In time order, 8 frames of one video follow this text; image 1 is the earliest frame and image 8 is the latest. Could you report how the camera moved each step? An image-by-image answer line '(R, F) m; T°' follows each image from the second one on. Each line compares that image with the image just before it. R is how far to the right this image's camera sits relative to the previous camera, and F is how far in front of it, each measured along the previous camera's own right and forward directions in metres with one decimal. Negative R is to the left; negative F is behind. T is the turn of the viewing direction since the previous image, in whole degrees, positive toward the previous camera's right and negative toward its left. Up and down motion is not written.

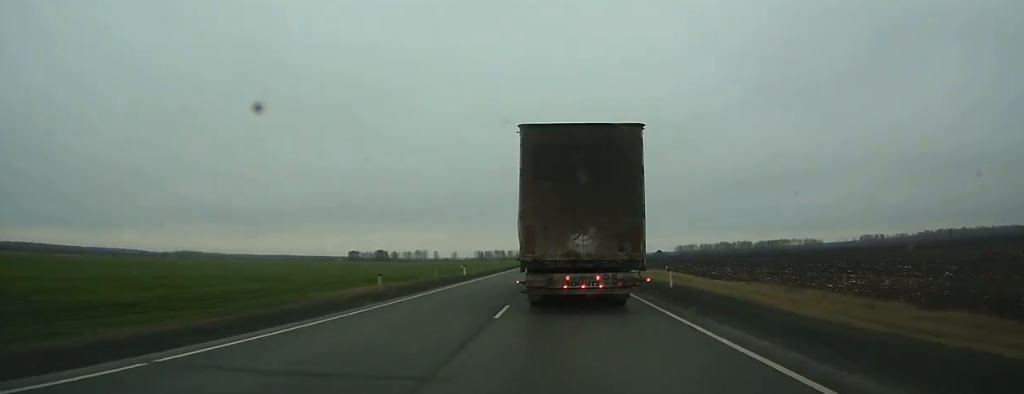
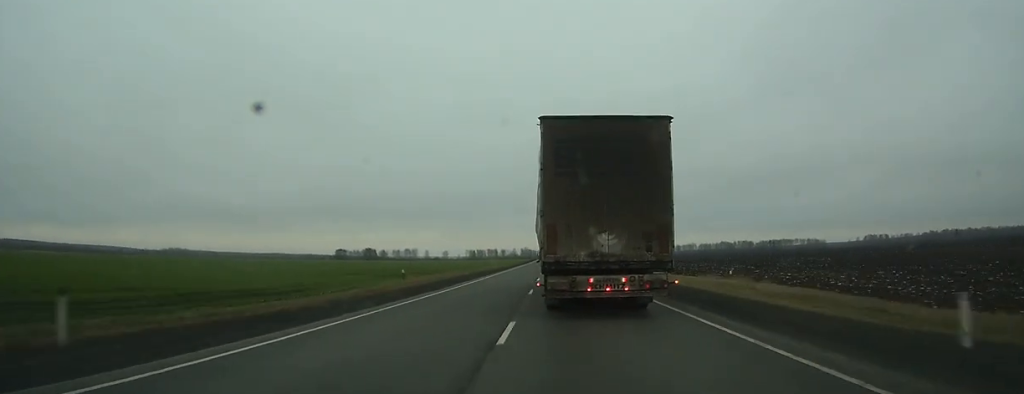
(-0.2, +39.4) m; 0°
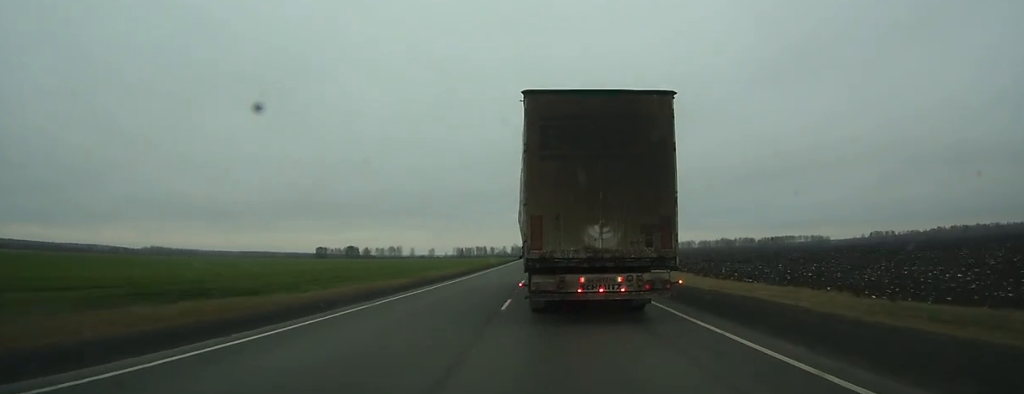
(+0.1, +54.3) m; 0°
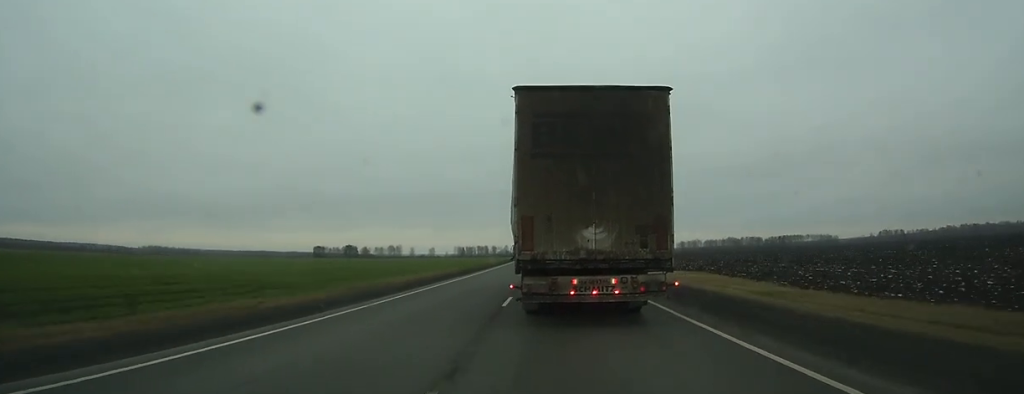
(+0.1, +23.0) m; 0°
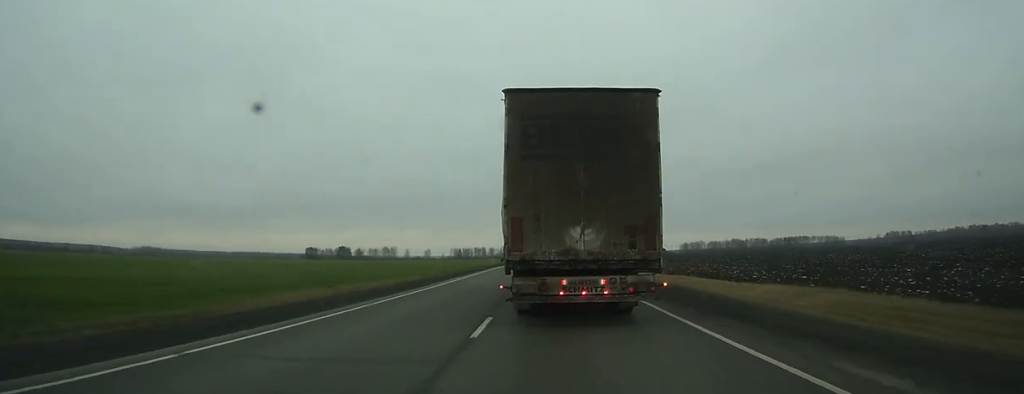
(0.0, +29.4) m; 0°
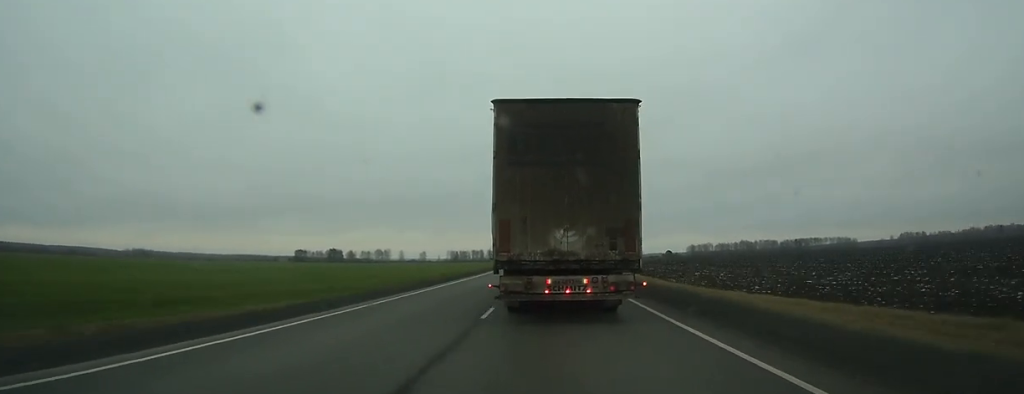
(-0.2, +45.4) m; 0°
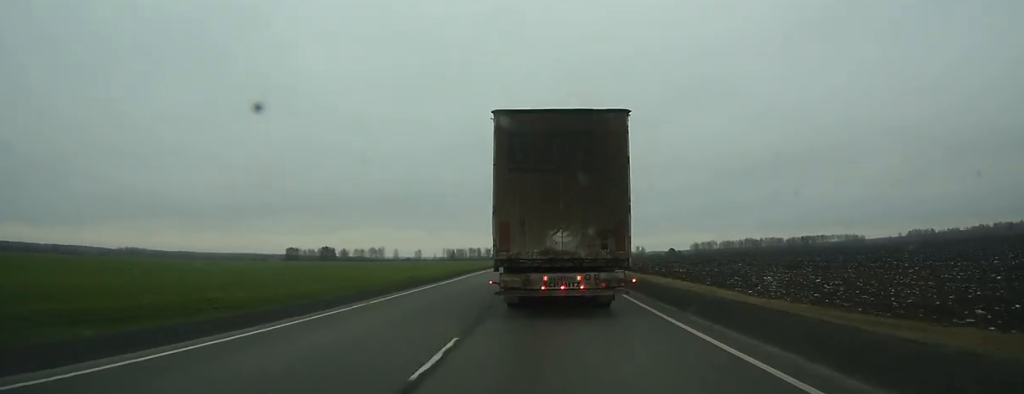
(0.0, +30.5) m; 0°
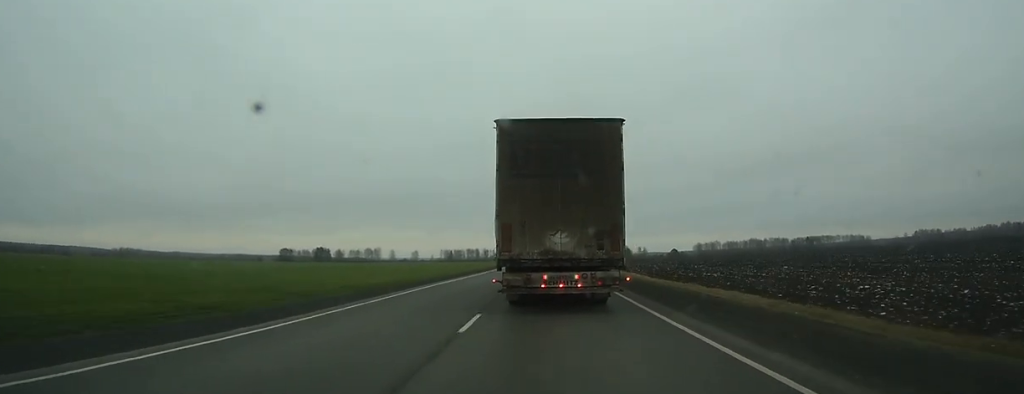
(-0.1, +20.7) m; 0°
